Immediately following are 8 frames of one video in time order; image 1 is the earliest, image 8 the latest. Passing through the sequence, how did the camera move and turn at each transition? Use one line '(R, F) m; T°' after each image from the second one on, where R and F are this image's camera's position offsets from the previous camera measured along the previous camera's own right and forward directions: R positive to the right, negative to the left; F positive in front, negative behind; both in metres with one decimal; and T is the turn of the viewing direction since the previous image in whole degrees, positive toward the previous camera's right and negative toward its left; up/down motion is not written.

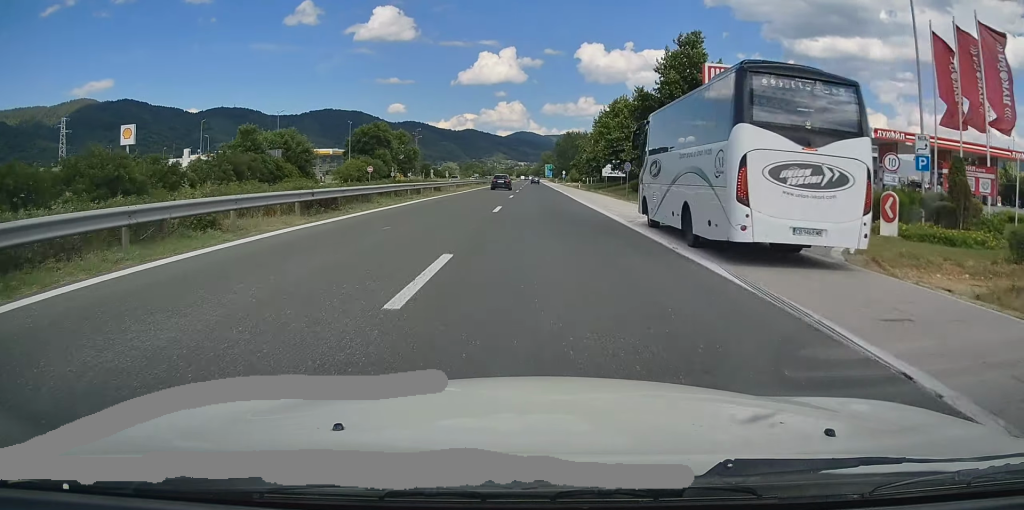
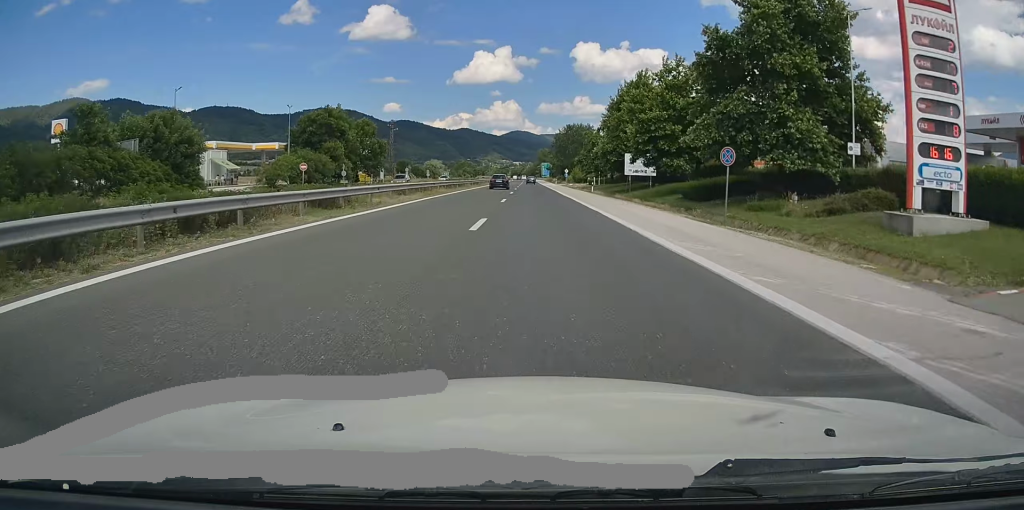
(-0.3, +23.5) m; -1°
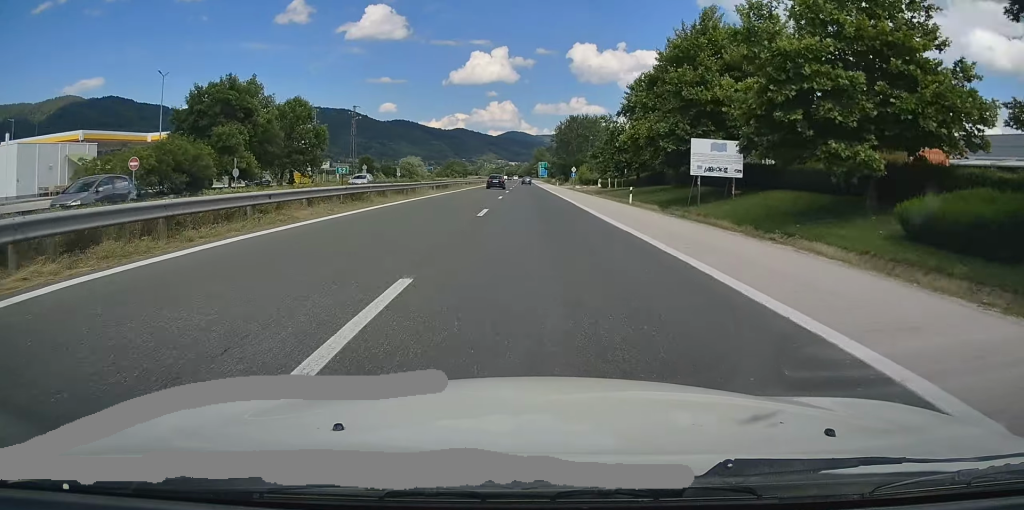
(0.0, +26.8) m; +1°
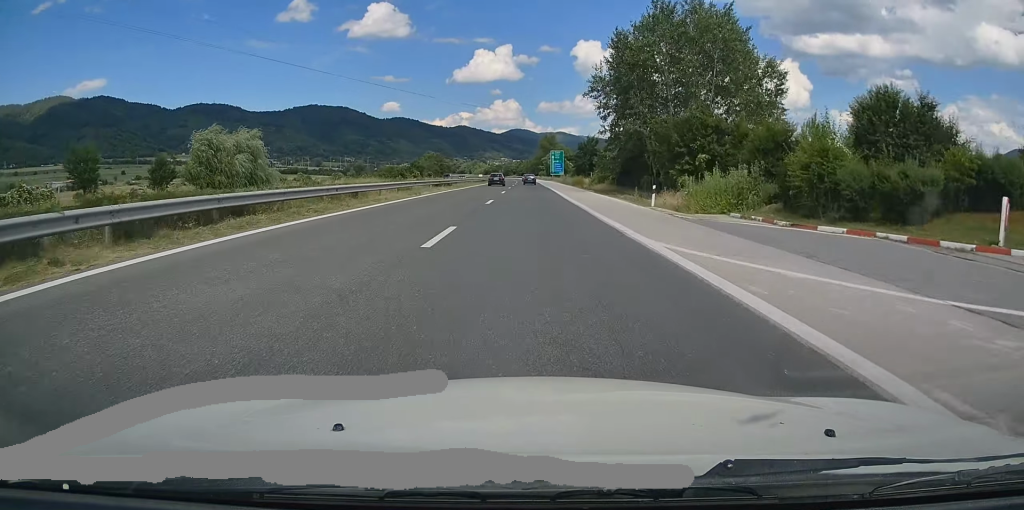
(+0.3, +89.0) m; 0°
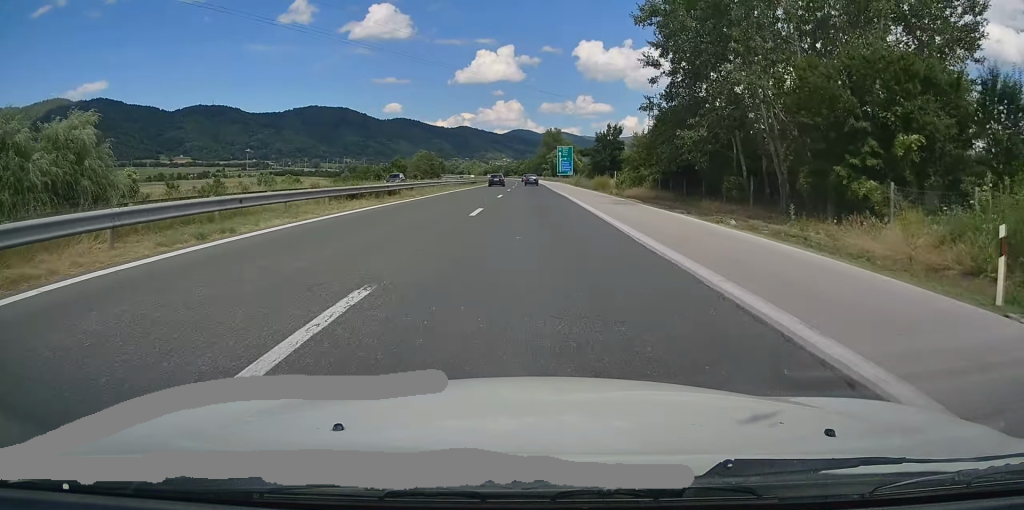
(0.0, +23.9) m; 0°
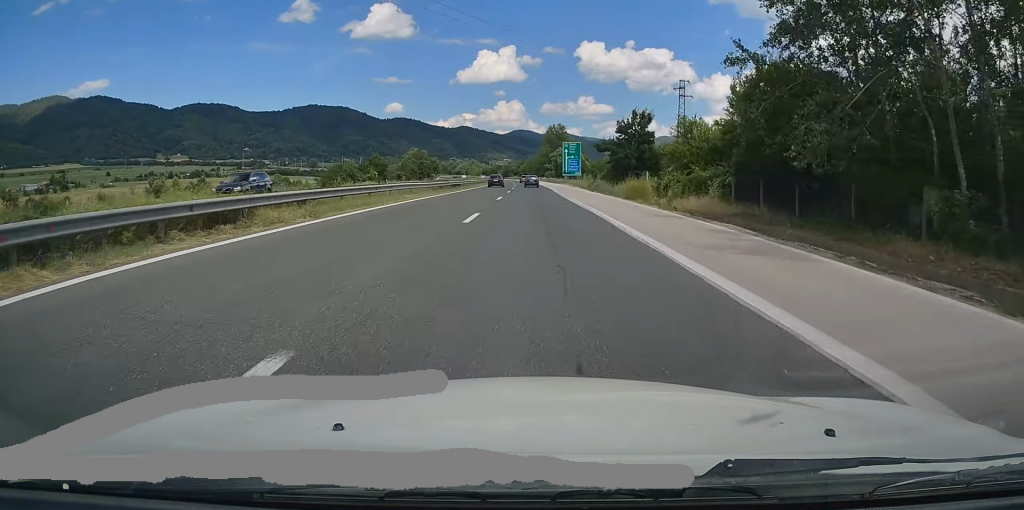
(0.0, +18.4) m; 0°
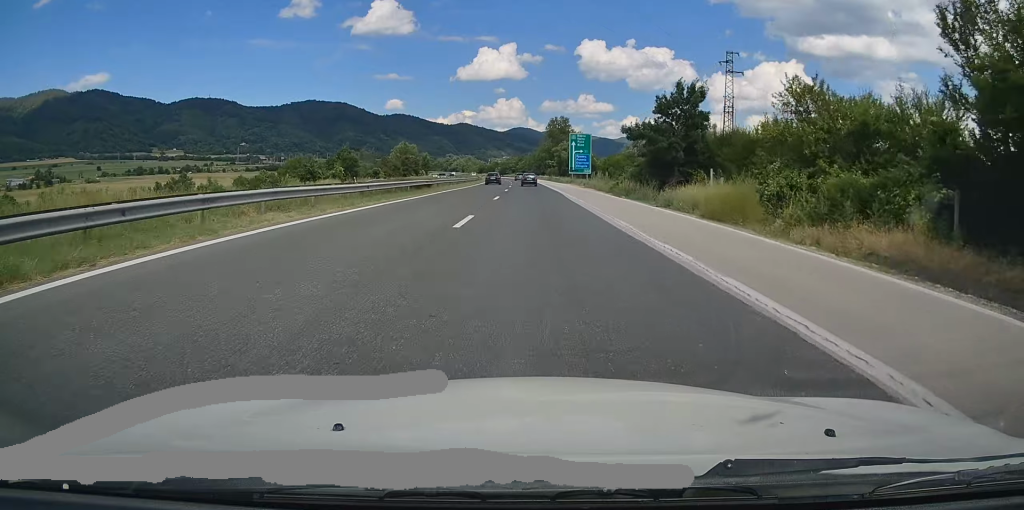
(0.0, +18.3) m; 0°
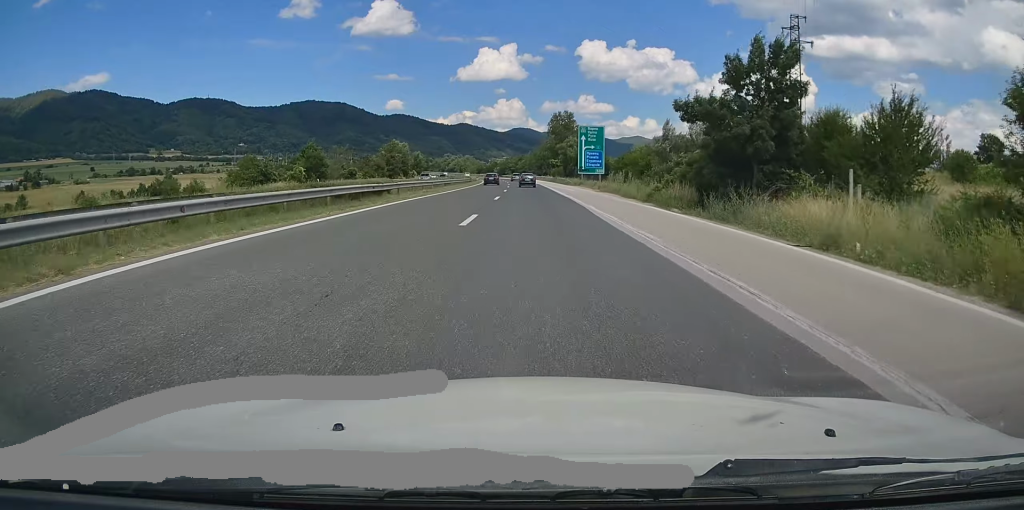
(0.0, +15.0) m; 0°
